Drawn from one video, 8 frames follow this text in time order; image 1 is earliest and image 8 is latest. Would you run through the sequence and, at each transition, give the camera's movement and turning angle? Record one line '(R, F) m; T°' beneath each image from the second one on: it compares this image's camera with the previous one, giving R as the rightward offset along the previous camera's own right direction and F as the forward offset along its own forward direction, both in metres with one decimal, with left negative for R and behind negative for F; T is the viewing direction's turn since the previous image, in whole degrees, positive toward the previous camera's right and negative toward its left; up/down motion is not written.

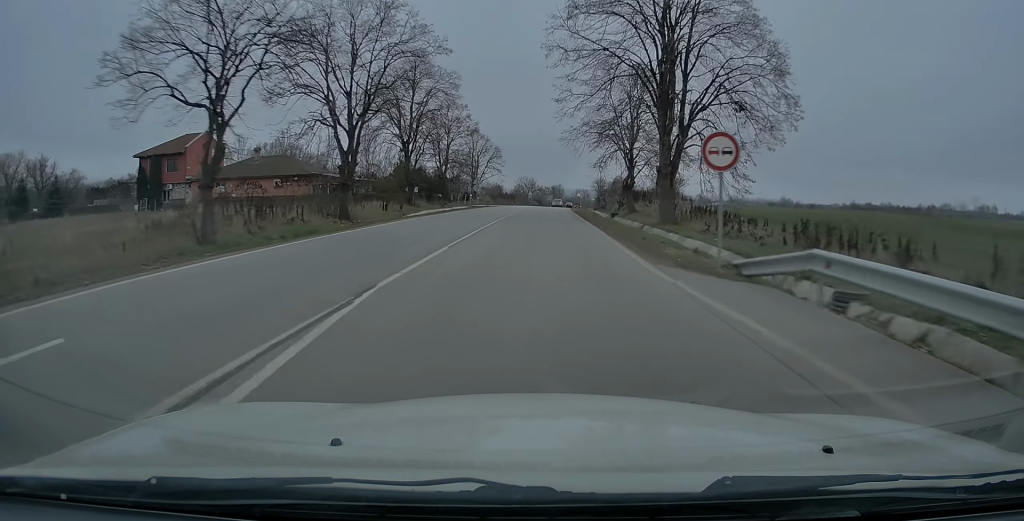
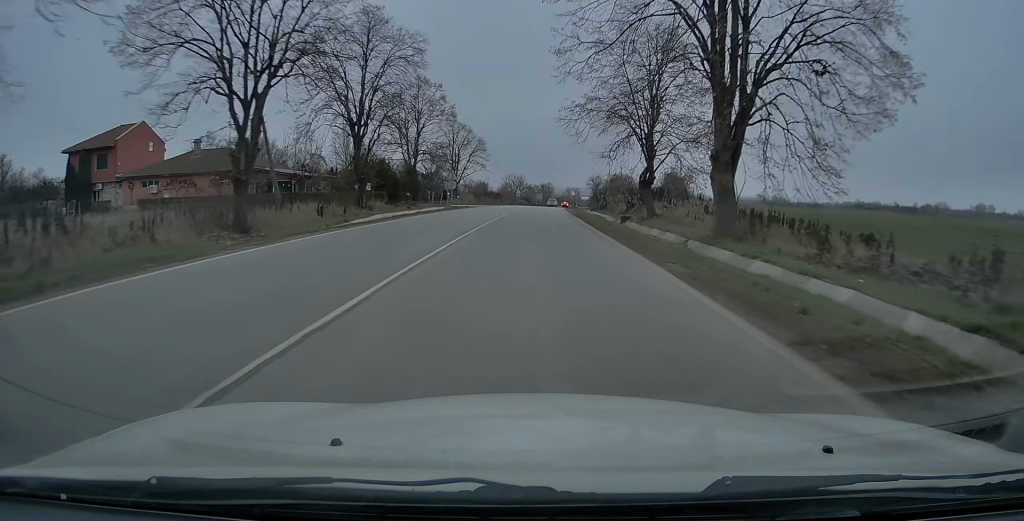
(+0.1, +12.2) m; +1°
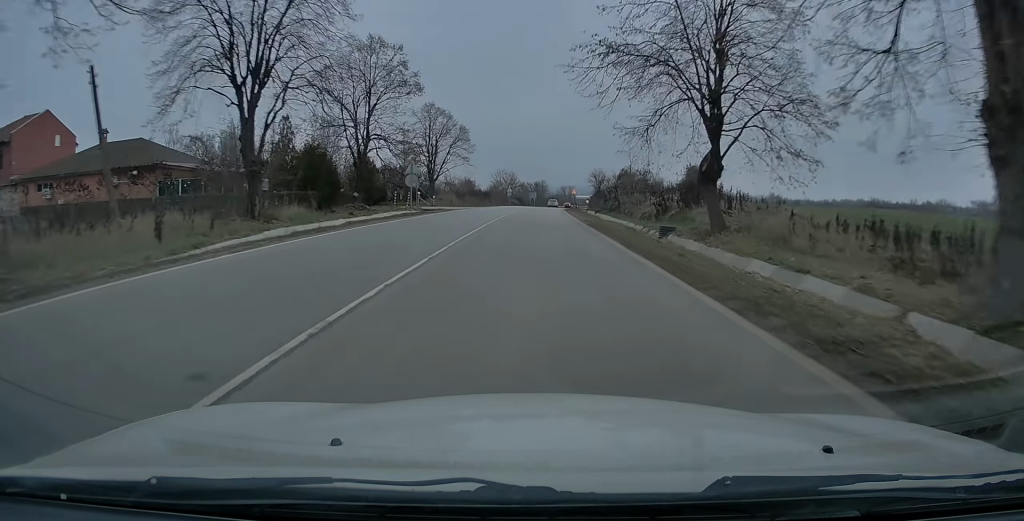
(0.0, +14.9) m; 0°
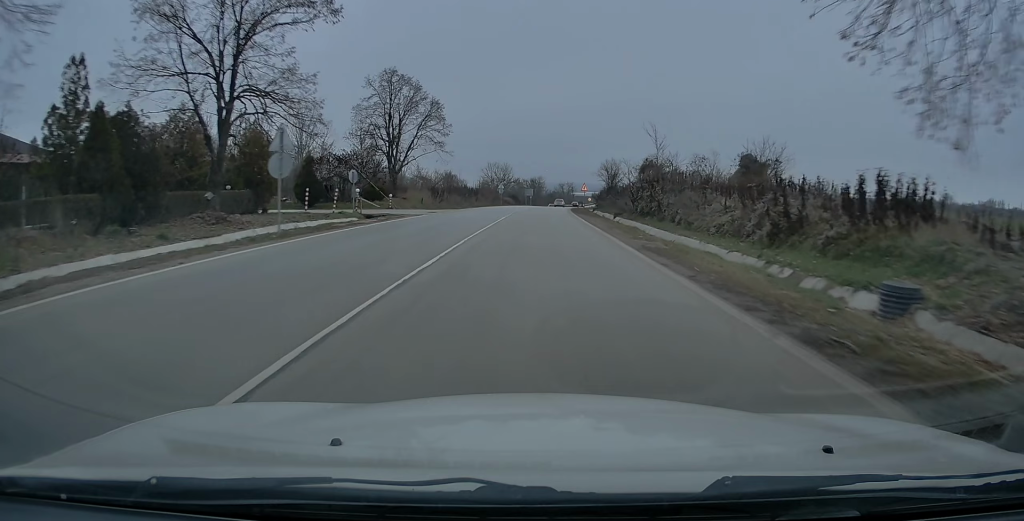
(+0.3, +18.8) m; +1°
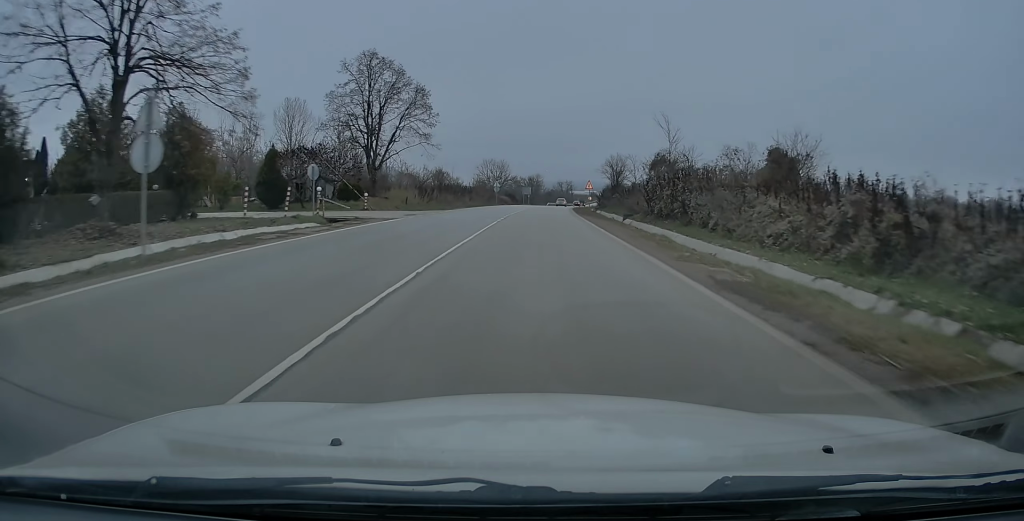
(+0.1, +6.5) m; 0°
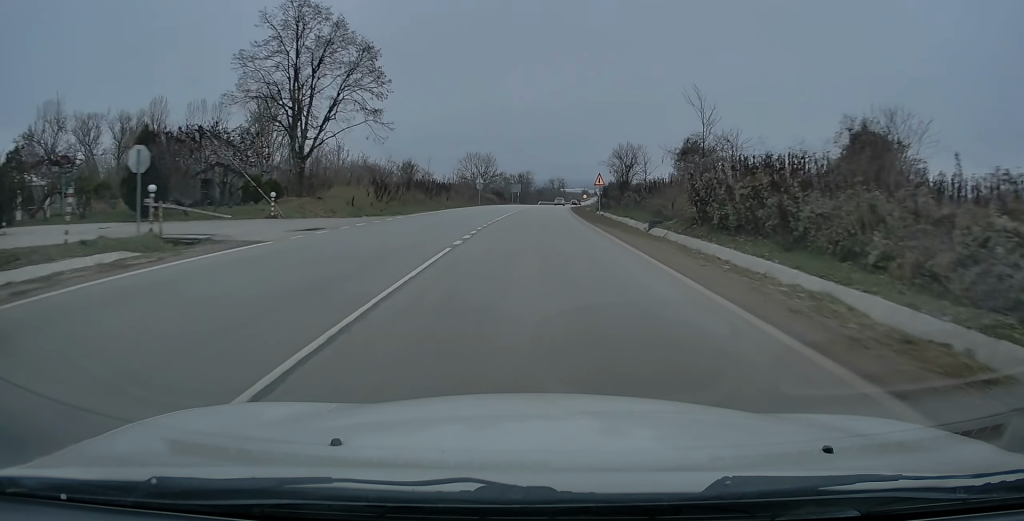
(+0.1, +13.6) m; 0°
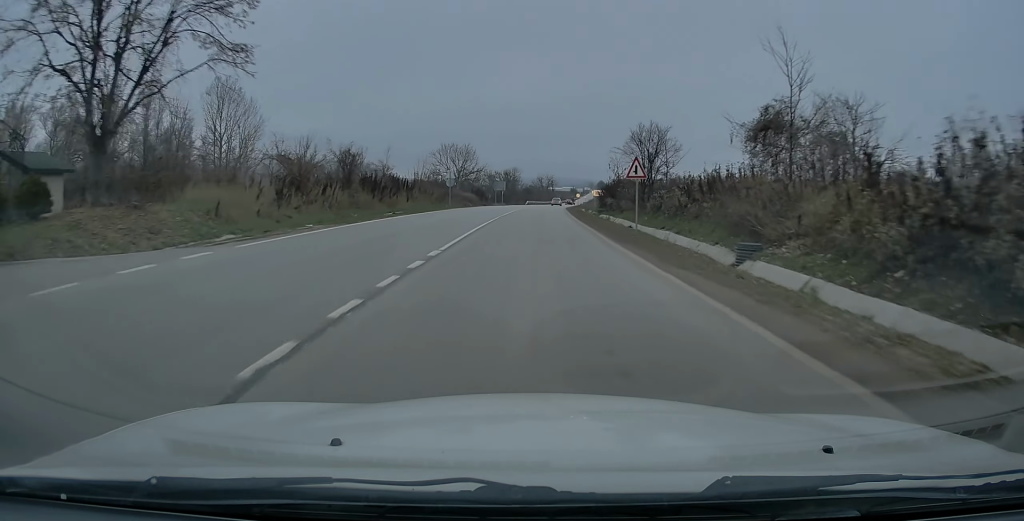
(+0.1, +16.3) m; +1°
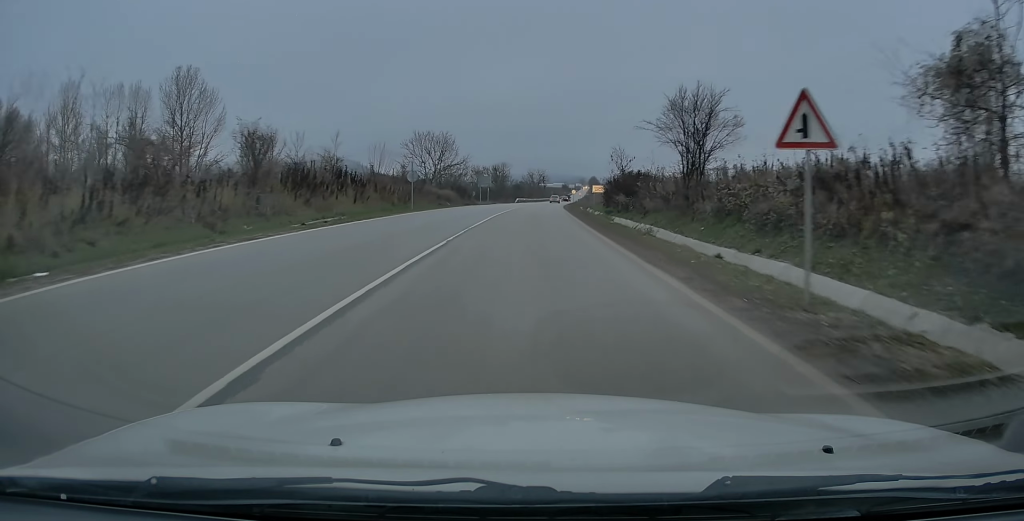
(+0.1, +13.6) m; +1°
